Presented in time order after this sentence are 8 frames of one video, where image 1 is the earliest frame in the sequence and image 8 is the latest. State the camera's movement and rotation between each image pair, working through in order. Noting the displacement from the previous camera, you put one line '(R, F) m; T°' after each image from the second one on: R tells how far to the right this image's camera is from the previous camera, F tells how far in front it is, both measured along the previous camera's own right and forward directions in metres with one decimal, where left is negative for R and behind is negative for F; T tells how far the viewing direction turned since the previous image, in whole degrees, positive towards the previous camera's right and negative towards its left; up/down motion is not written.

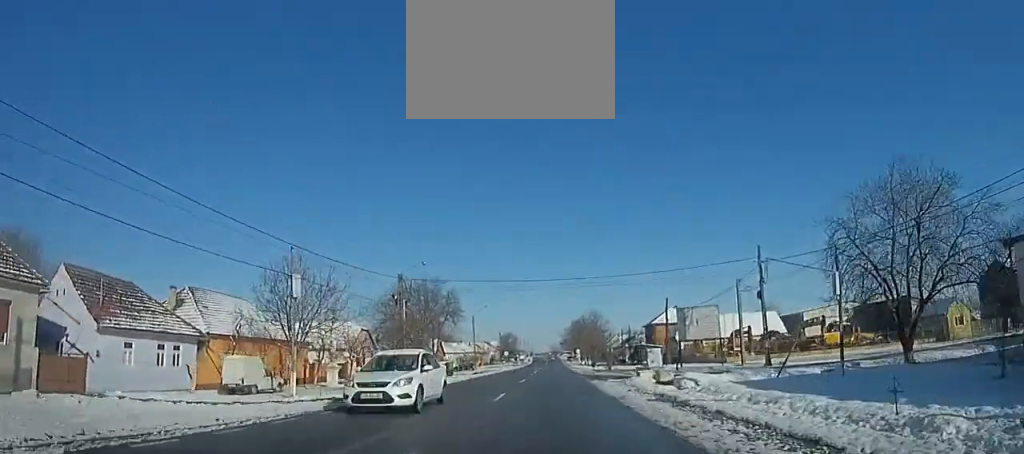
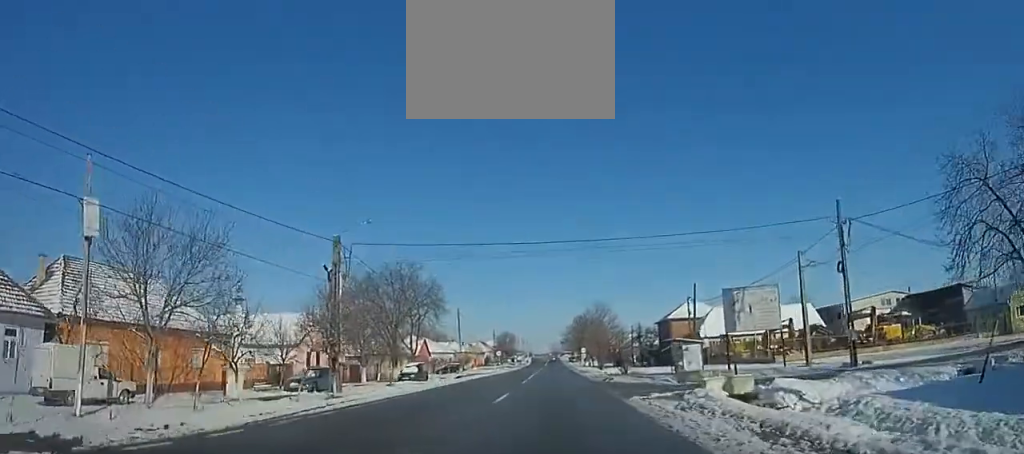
(0.0, +12.5) m; 0°
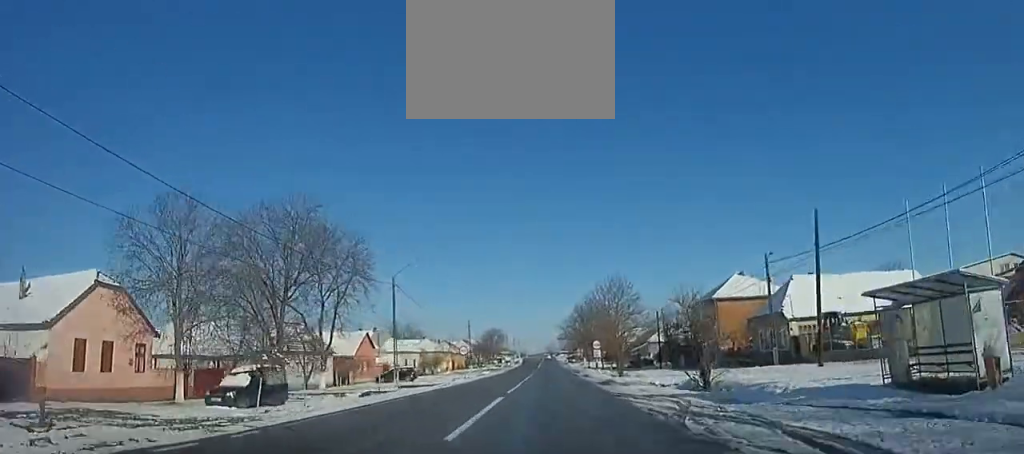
(+0.2, +25.2) m; +1°
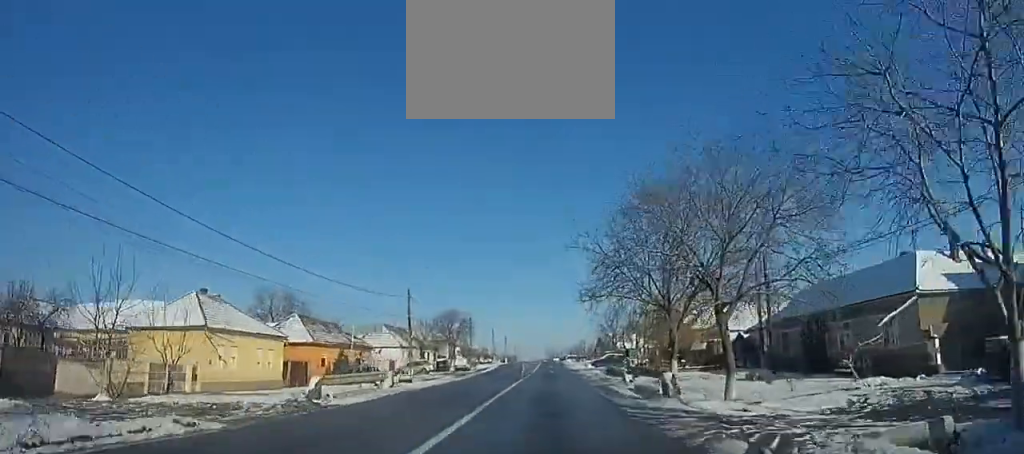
(-0.1, +70.7) m; 0°
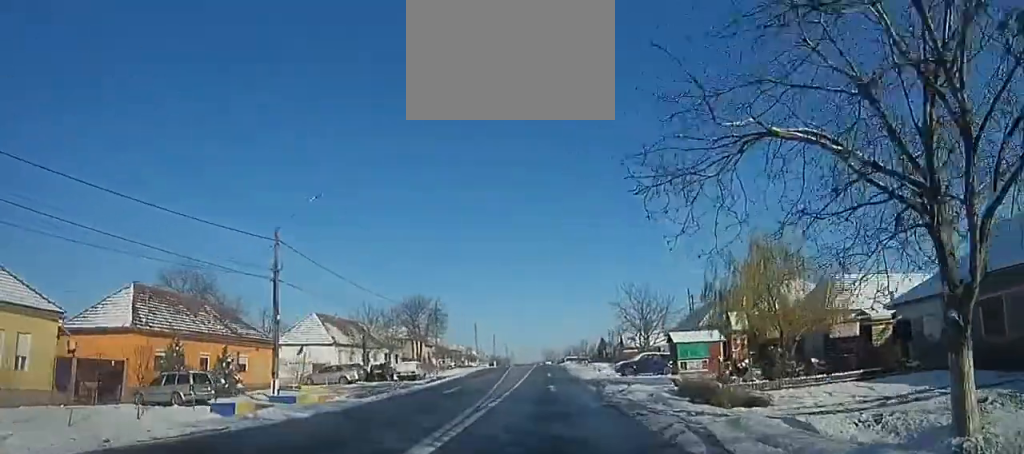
(+0.5, +21.6) m; 0°
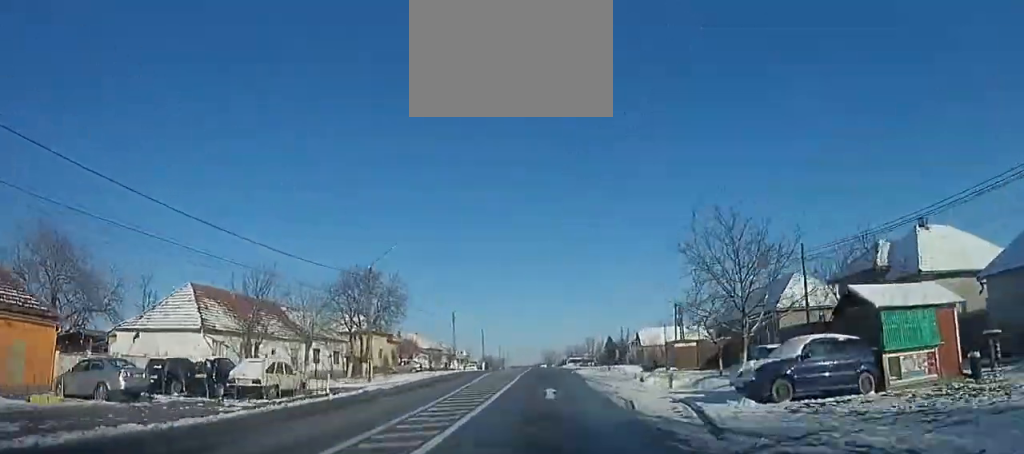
(0.0, +21.0) m; 0°
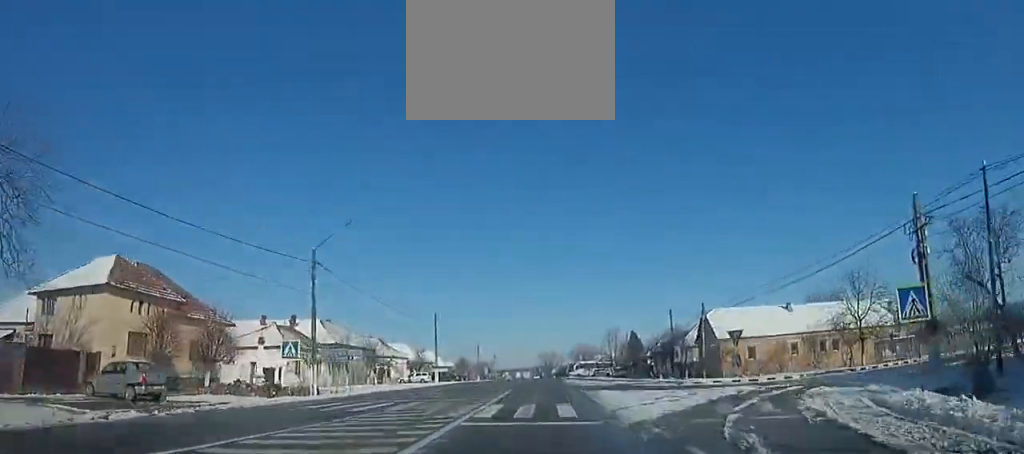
(+0.2, +41.8) m; 0°
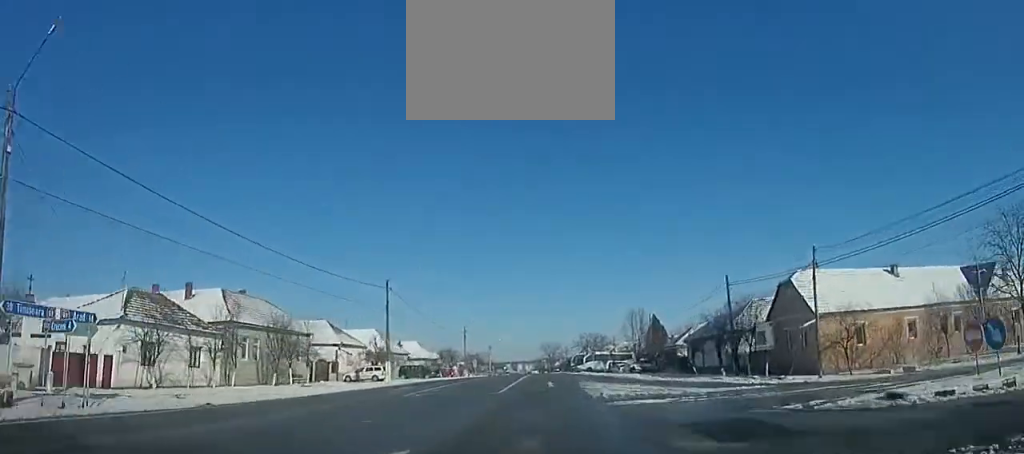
(-0.3, +19.0) m; -1°
